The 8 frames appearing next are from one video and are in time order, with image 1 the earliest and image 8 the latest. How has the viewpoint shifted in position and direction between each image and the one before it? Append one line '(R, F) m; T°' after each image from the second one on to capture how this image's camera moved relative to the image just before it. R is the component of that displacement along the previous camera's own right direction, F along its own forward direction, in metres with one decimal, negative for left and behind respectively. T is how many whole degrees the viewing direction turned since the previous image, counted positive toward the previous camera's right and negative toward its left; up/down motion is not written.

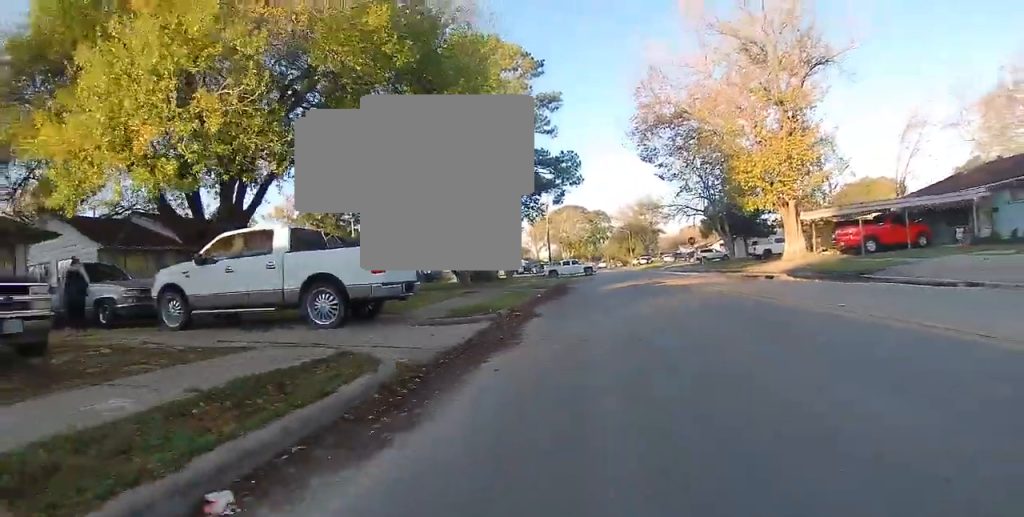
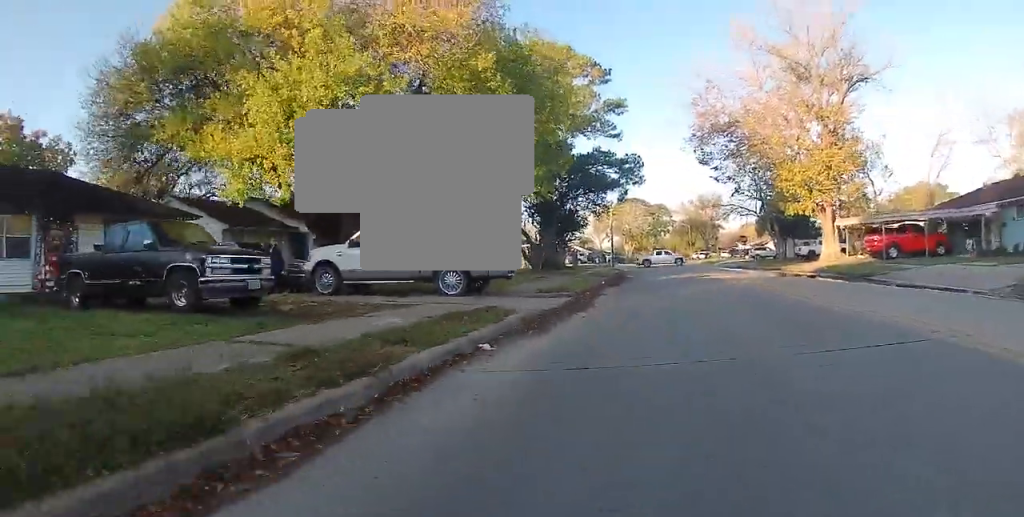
(0.0, +4.1) m; -4°
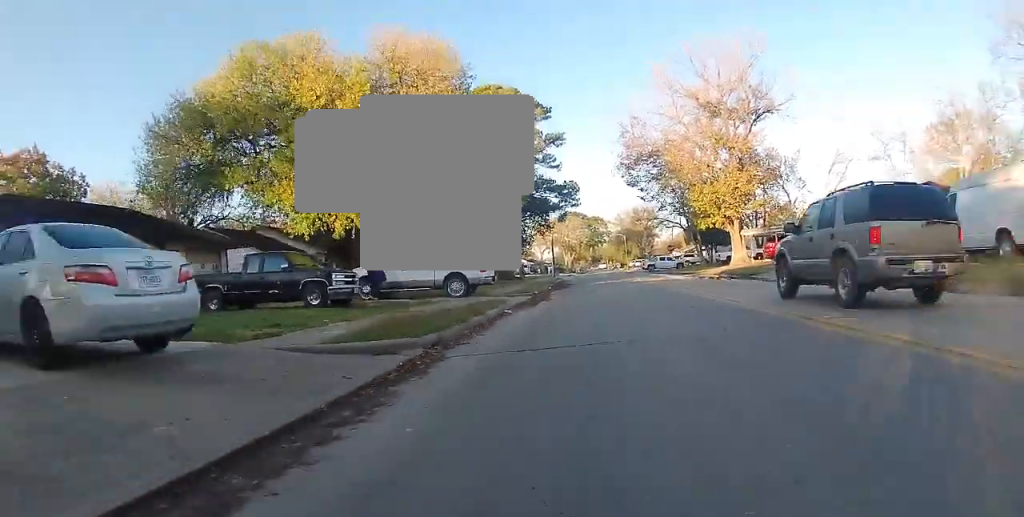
(-0.5, +7.6) m; -2°
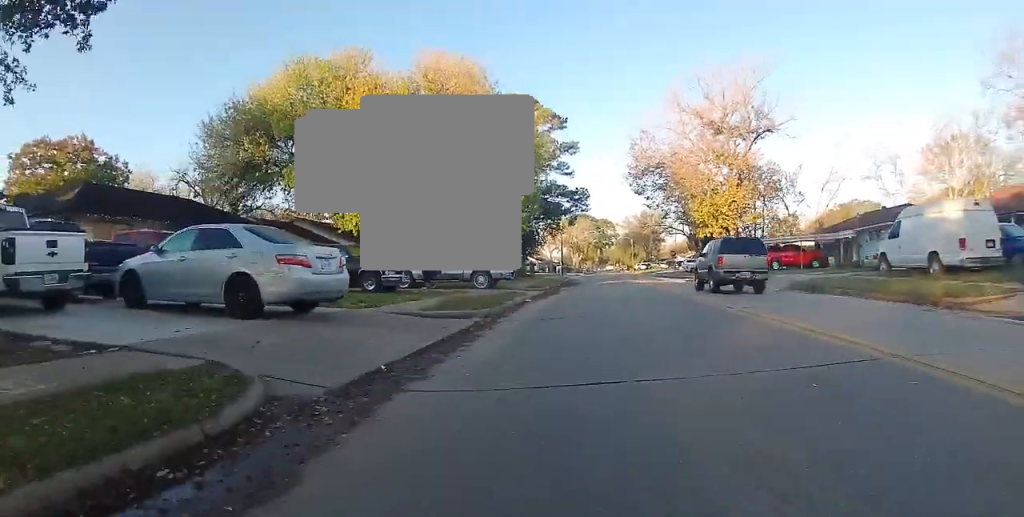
(+0.3, +3.9) m; 0°
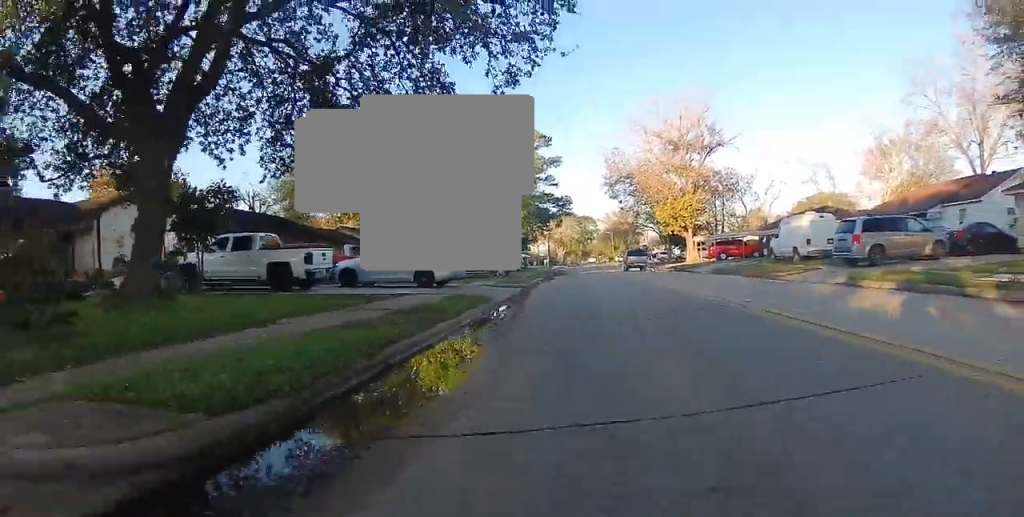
(+0.9, +10.6) m; +11°
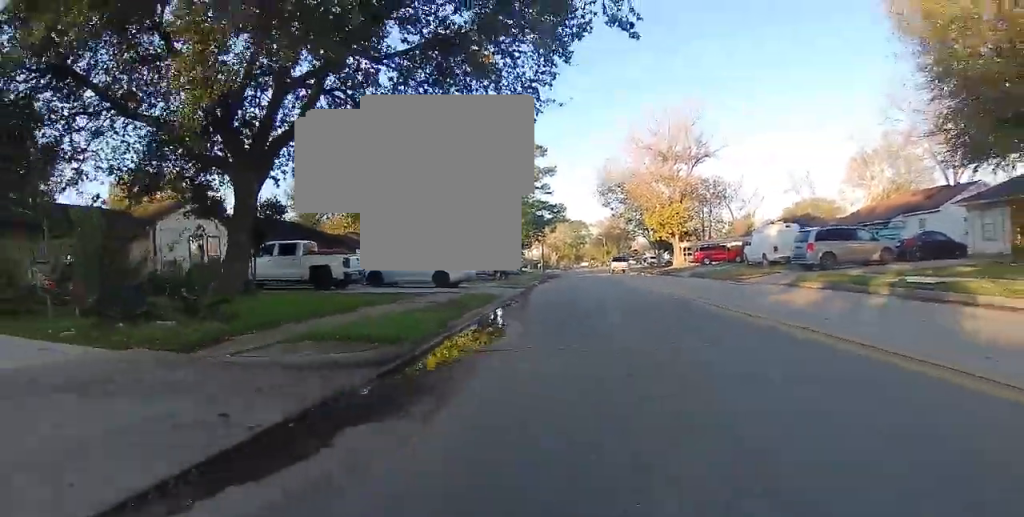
(-0.1, +3.3) m; -2°
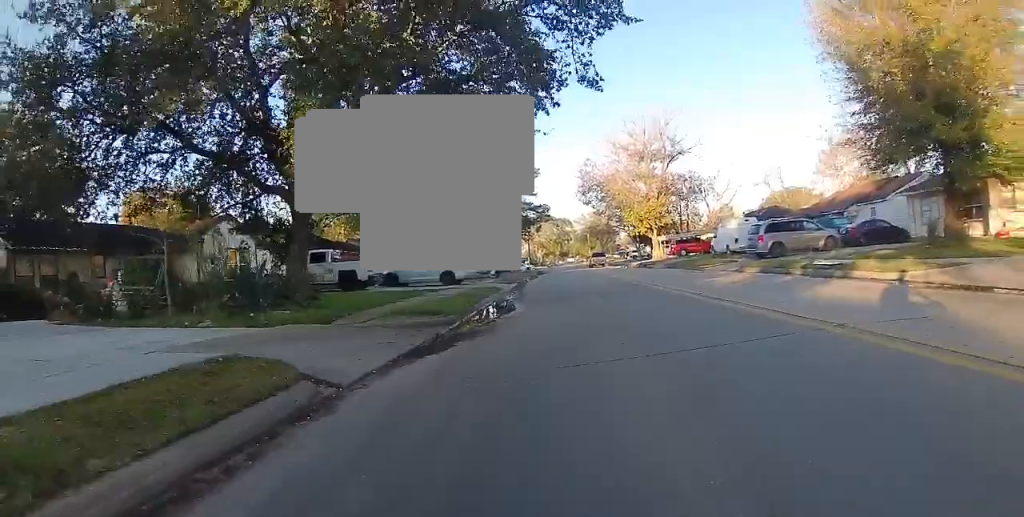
(-0.2, +3.7) m; -4°
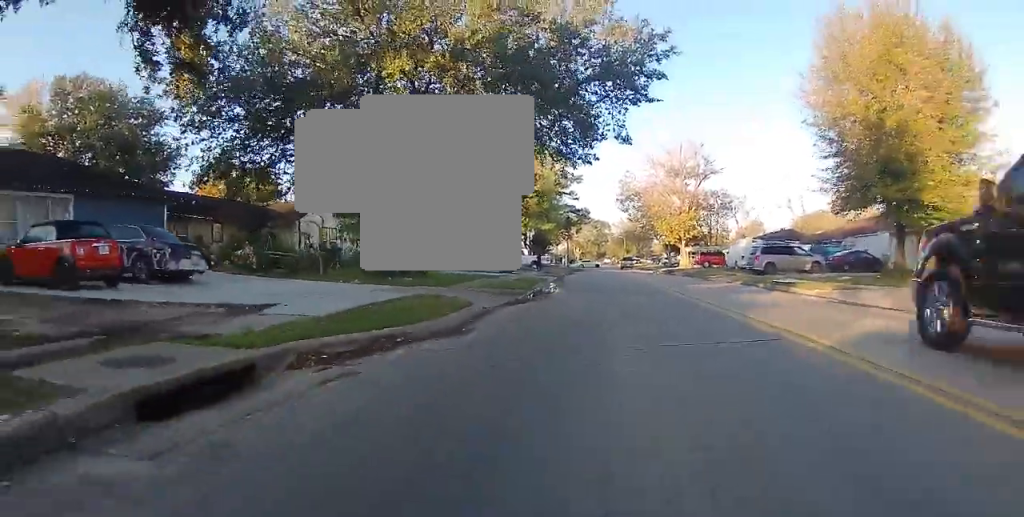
(-0.2, +5.7) m; -4°
